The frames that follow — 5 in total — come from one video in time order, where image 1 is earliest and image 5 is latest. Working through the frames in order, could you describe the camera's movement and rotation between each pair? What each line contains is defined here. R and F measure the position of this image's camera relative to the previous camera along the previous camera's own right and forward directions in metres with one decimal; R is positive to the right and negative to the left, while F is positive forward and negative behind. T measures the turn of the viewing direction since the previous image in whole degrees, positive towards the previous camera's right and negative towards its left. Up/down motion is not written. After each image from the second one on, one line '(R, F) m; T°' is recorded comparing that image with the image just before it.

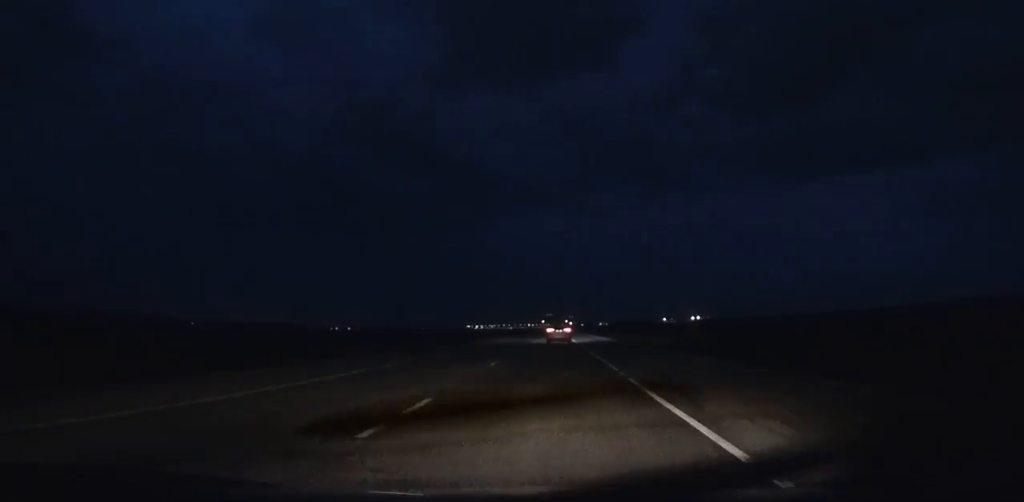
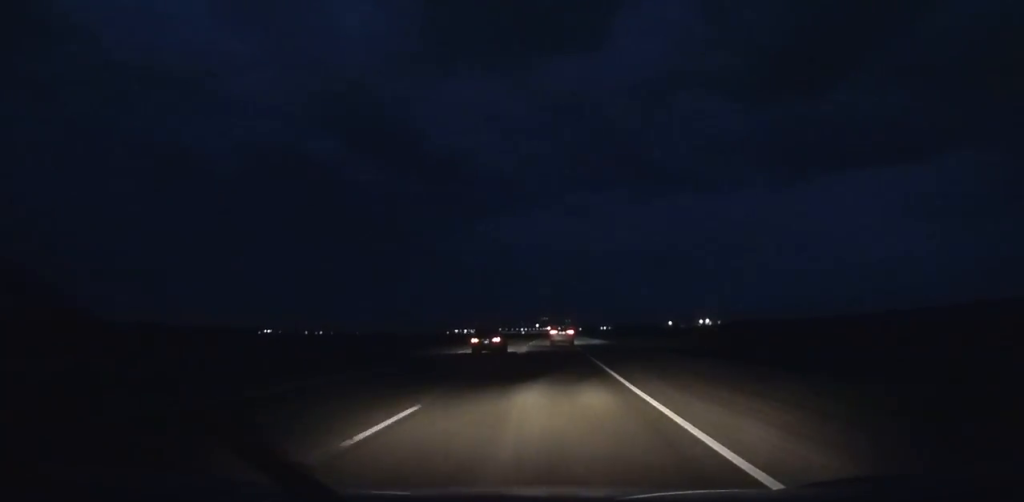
(+0.1, +192.4) m; 0°
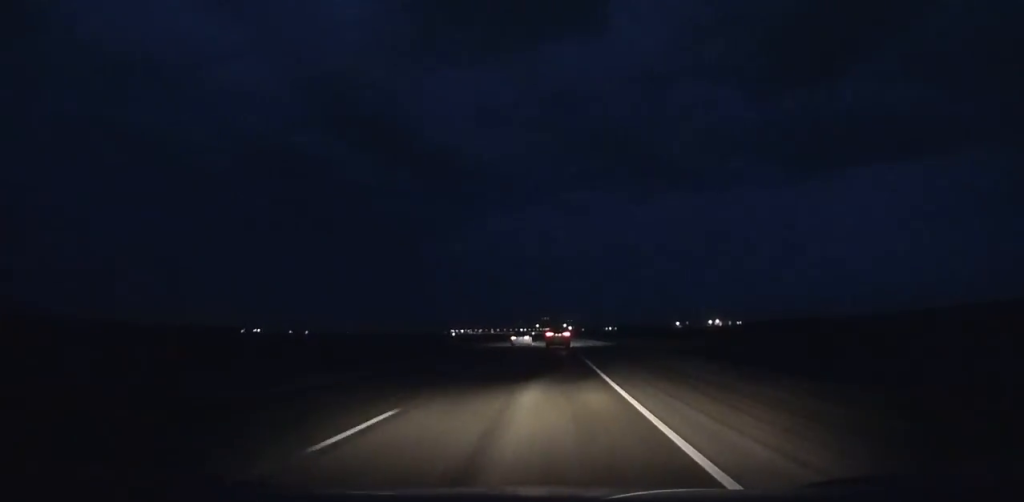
(-0.1, +106.9) m; 0°
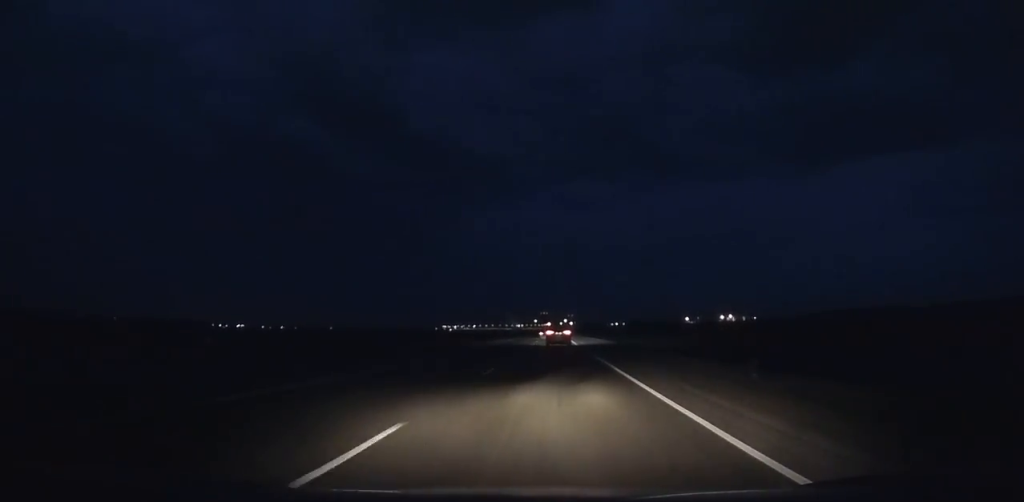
(-0.1, +144.3) m; 0°
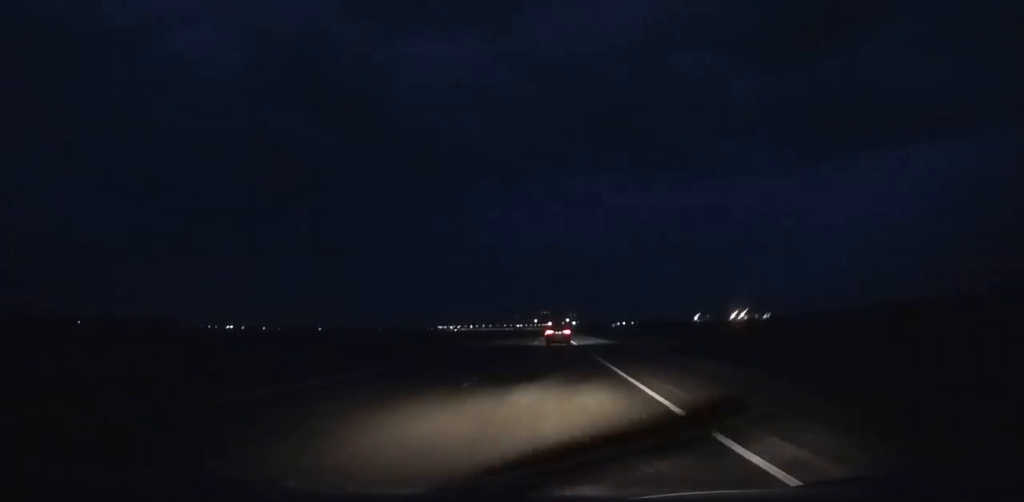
(+0.3, +99.3) m; 0°
